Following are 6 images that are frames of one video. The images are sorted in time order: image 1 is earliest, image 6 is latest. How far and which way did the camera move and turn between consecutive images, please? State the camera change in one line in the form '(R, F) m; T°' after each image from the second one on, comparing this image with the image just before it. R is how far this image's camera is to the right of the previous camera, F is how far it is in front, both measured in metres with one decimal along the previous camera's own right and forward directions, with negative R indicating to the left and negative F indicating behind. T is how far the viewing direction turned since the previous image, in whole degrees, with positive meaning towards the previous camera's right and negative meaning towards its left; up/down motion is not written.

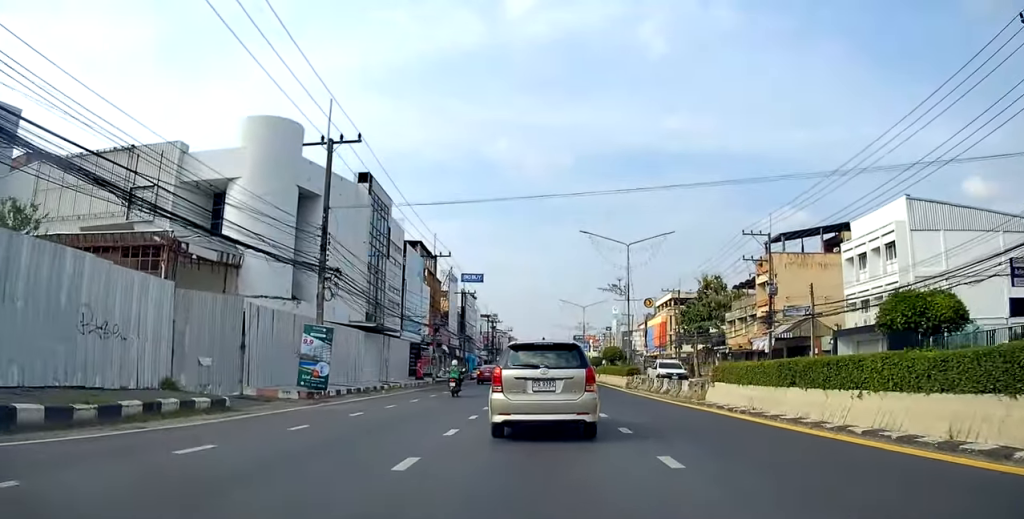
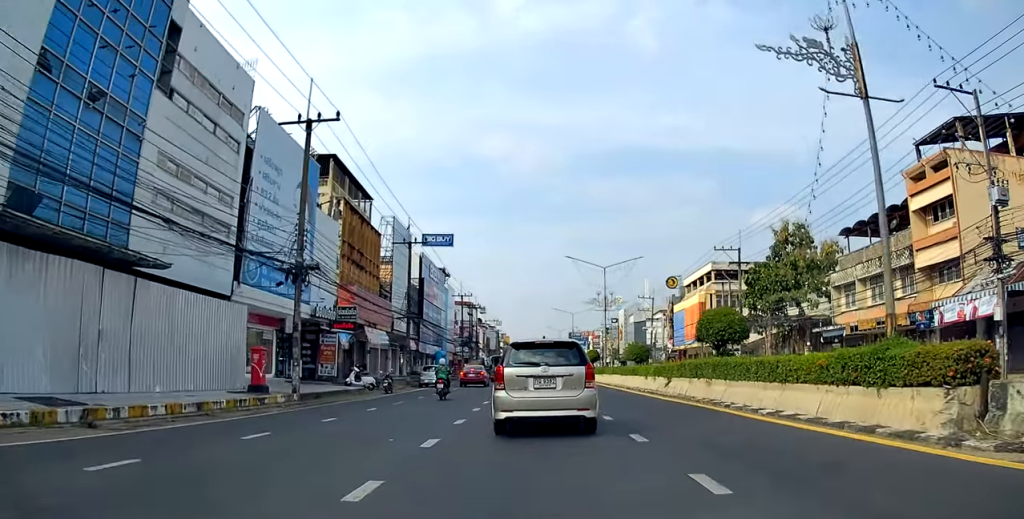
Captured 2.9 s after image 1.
(+1.2, +29.3) m; 0°
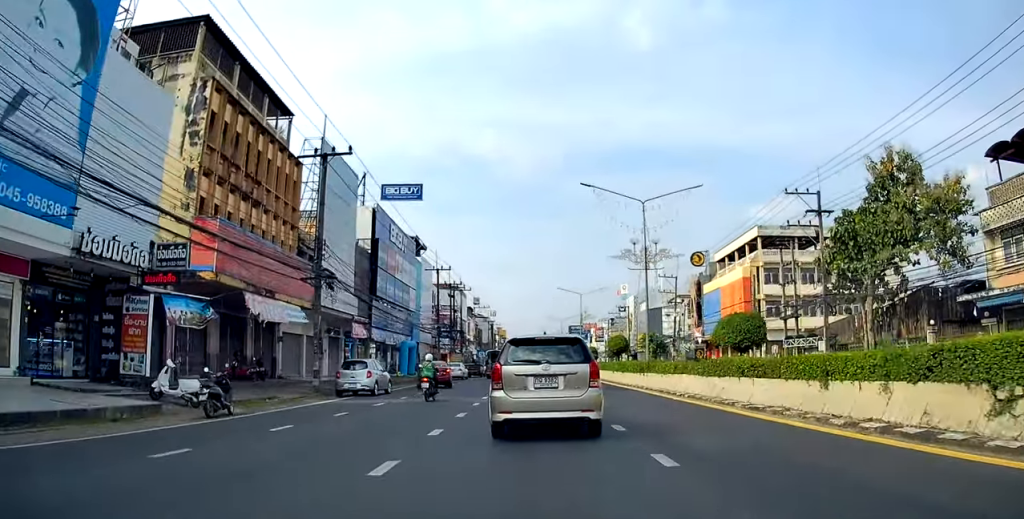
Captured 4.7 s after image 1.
(-0.1, +19.1) m; 0°
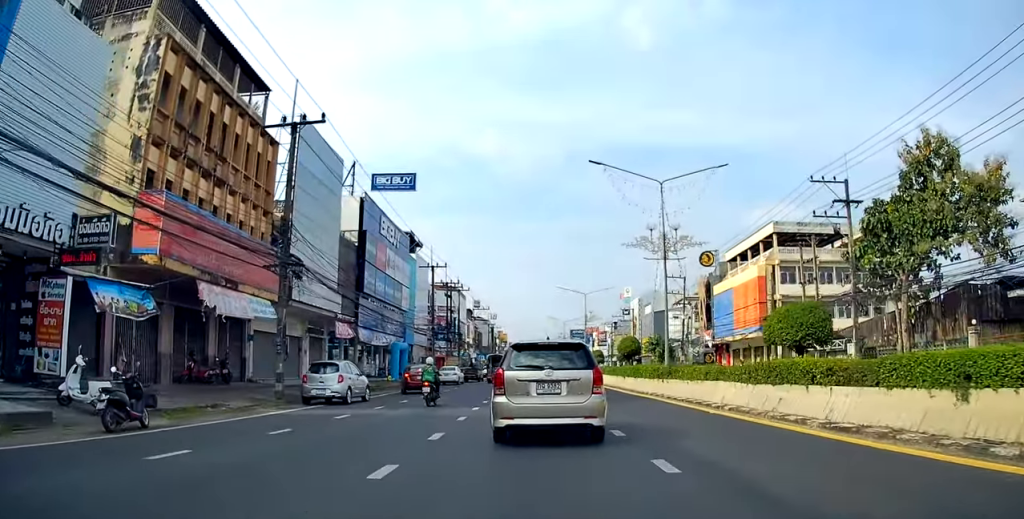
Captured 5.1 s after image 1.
(0.0, +4.2) m; 0°
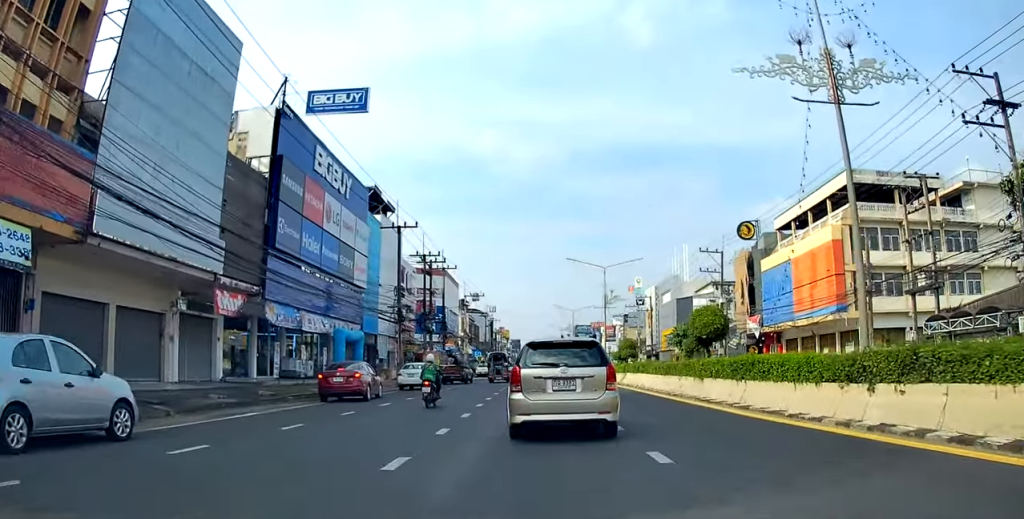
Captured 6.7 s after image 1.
(-0.1, +16.4) m; -1°
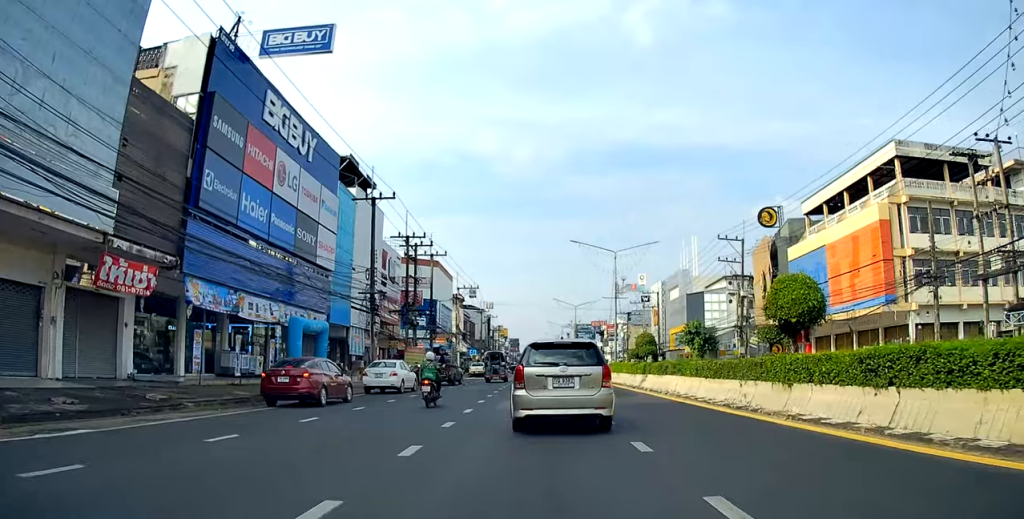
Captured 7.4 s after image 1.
(-0.1, +7.2) m; -1°
